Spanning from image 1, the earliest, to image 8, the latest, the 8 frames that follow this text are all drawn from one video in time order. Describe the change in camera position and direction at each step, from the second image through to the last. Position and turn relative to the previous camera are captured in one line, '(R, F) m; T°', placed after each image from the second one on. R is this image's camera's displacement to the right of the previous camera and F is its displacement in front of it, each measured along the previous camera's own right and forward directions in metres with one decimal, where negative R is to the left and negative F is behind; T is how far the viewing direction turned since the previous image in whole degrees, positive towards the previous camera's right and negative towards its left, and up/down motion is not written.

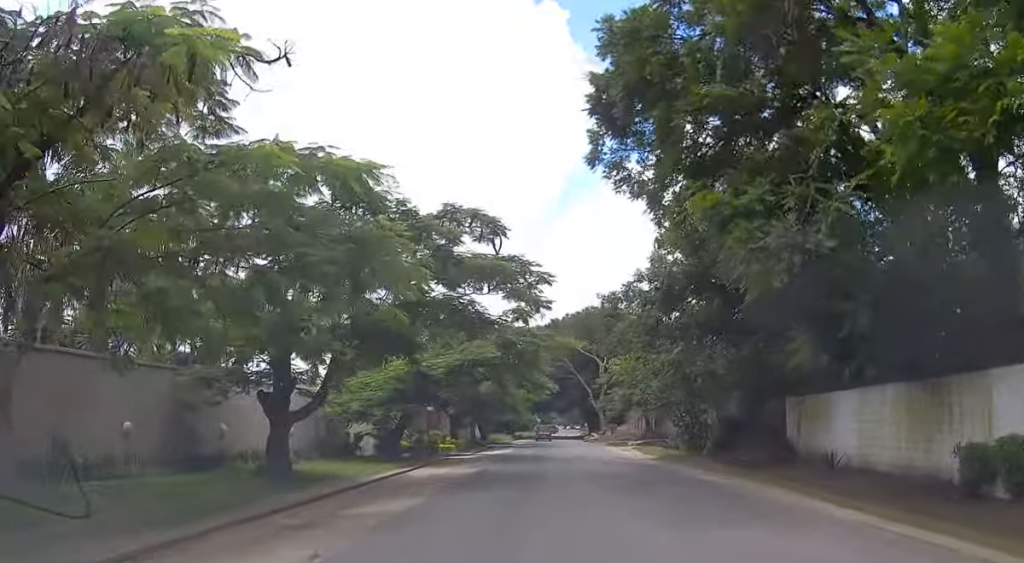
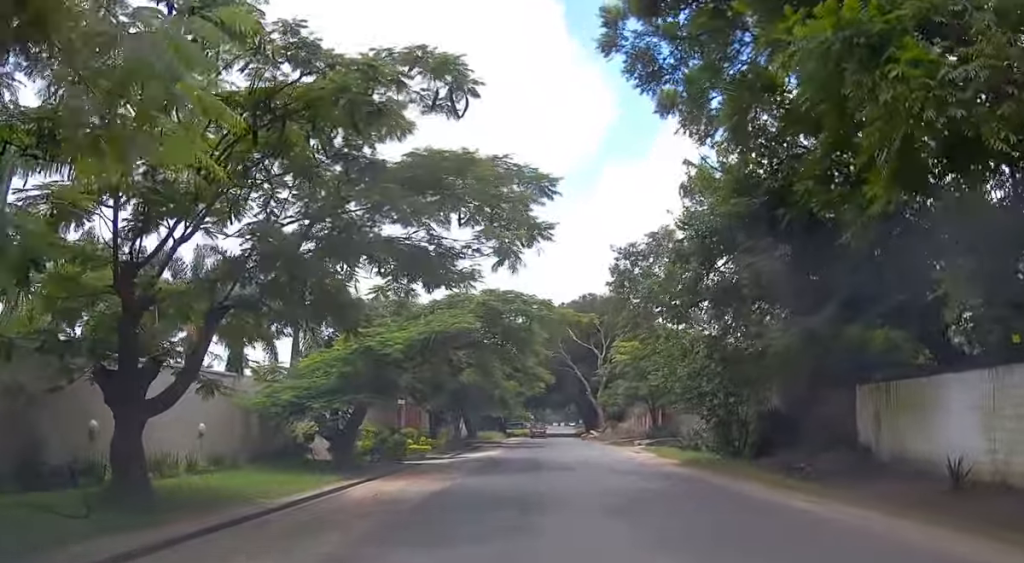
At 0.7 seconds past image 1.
(0.0, +6.5) m; 0°
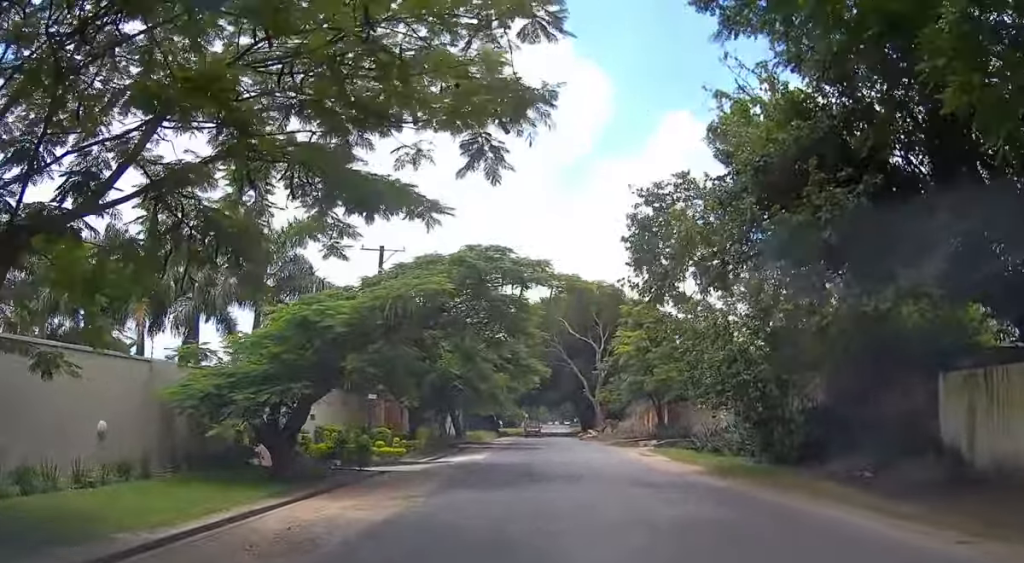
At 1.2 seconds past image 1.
(0.0, +4.8) m; 0°
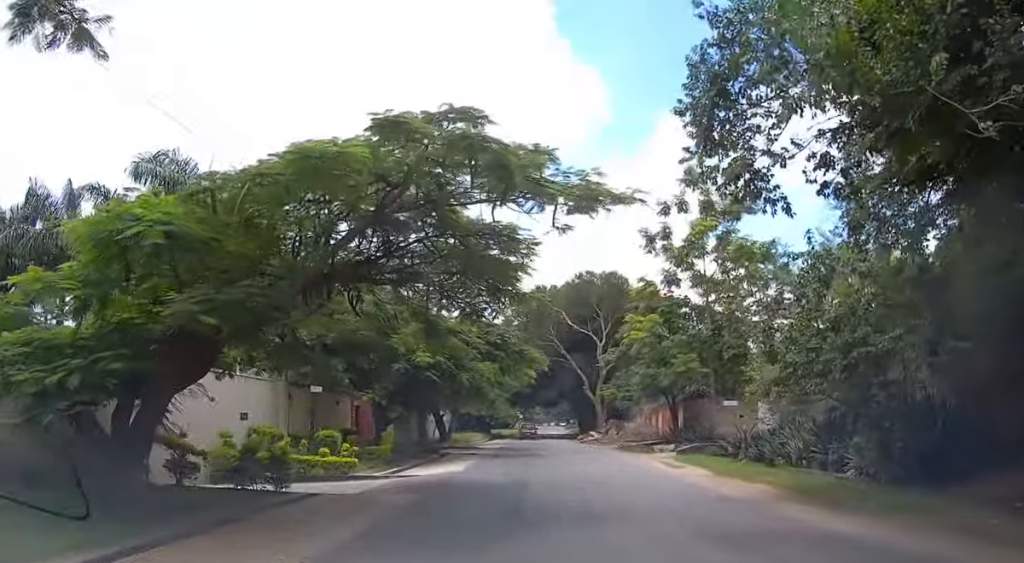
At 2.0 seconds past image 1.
(0.0, +6.8) m; +1°
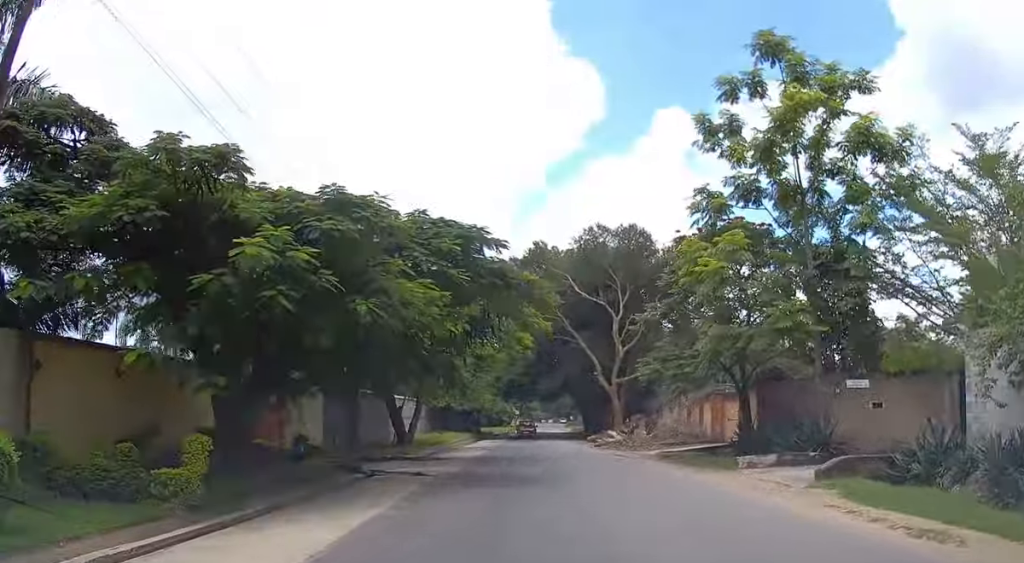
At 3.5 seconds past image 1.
(+0.4, +14.9) m; +2°
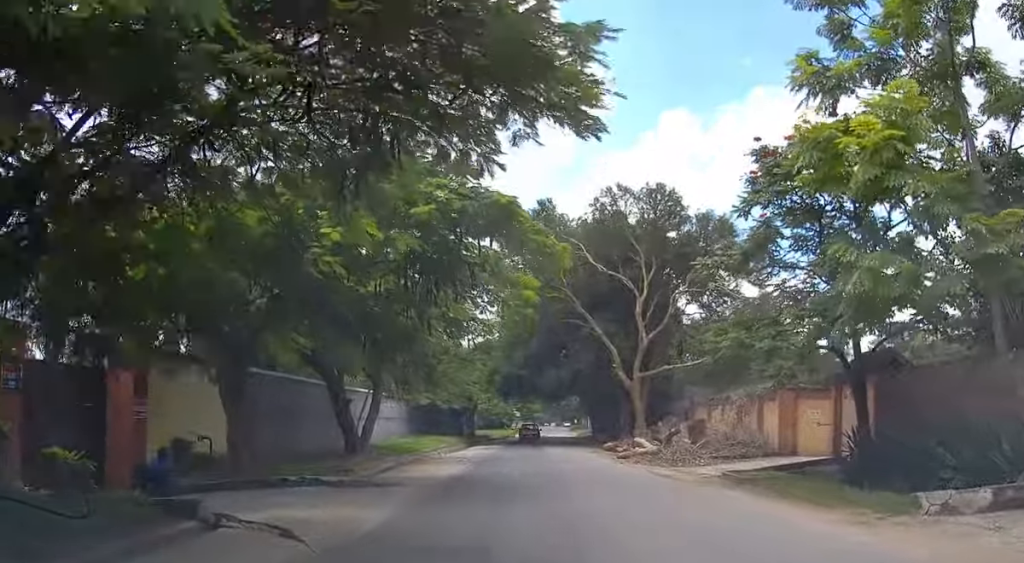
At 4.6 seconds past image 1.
(-0.2, +10.0) m; -1°
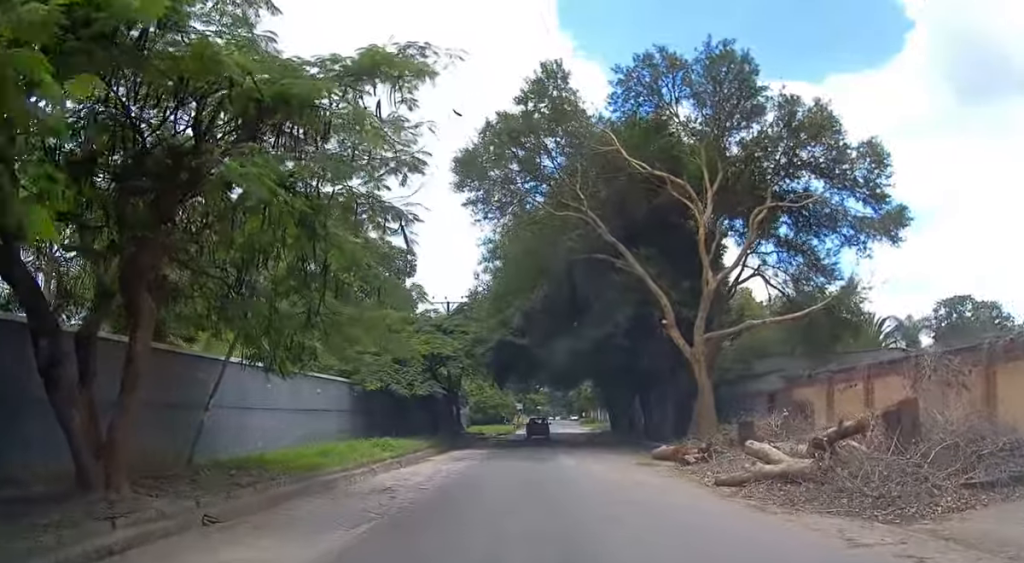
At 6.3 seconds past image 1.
(0.0, +16.3) m; +1°
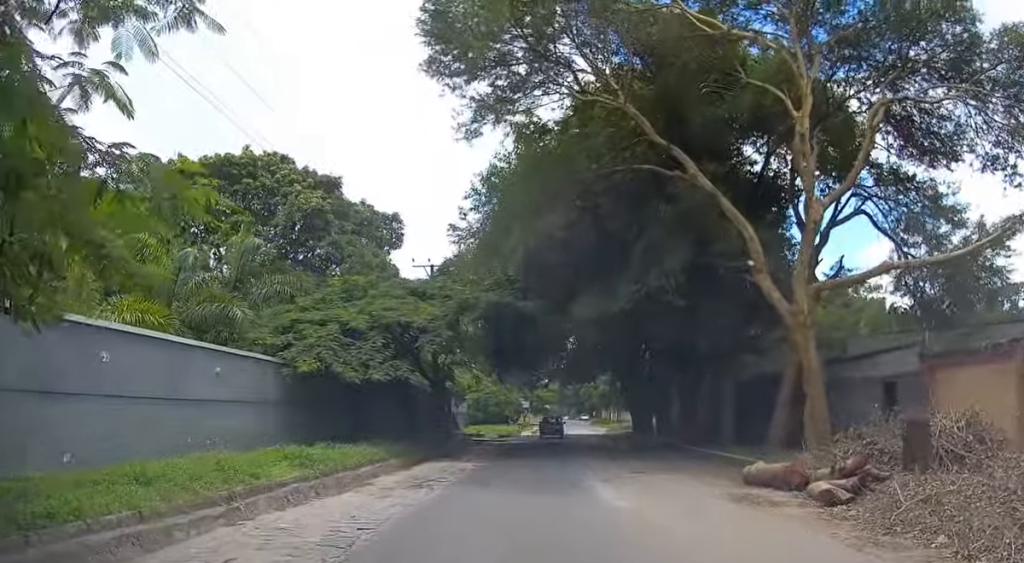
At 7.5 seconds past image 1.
(0.0, +10.6) m; 0°
